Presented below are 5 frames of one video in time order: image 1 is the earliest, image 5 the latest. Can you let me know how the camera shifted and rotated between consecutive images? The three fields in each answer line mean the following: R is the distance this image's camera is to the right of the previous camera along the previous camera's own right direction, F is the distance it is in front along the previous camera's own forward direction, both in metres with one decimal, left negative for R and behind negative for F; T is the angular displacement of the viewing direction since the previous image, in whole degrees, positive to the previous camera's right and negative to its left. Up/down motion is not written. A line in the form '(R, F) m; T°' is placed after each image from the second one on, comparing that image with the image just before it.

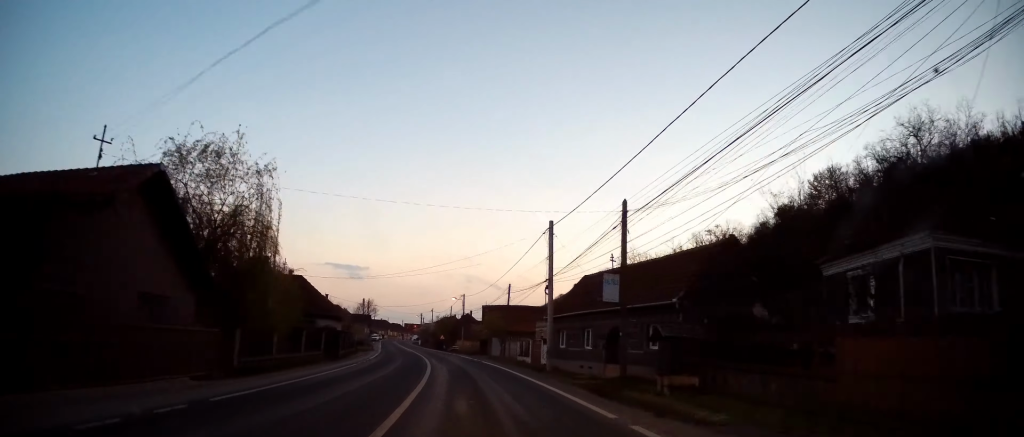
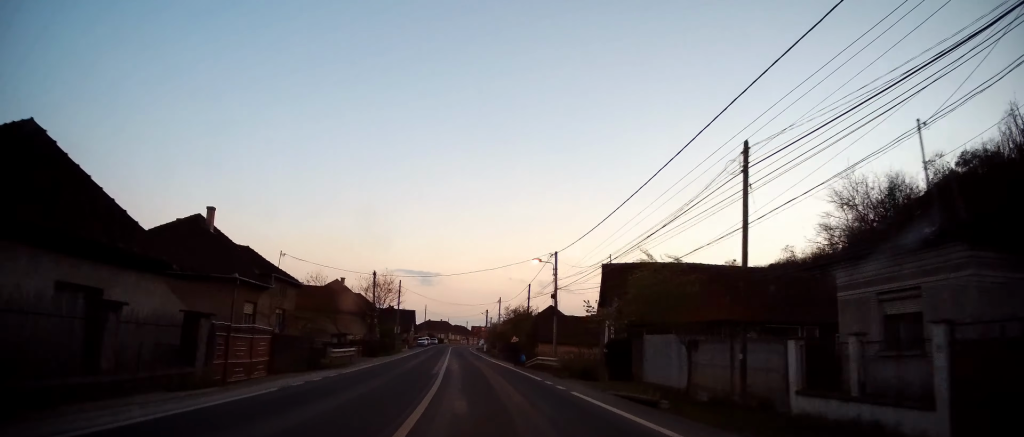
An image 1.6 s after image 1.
(-2.4, +33.6) m; -7°
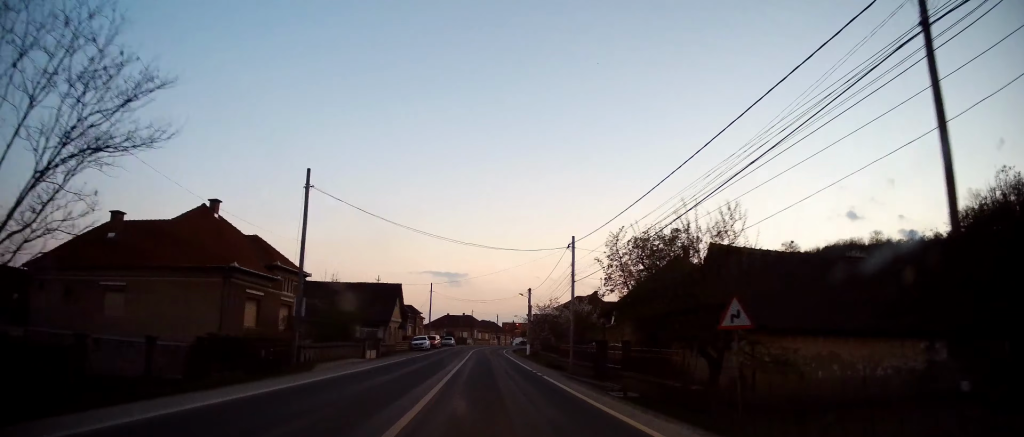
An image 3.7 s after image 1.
(-2.3, +40.8) m; -5°
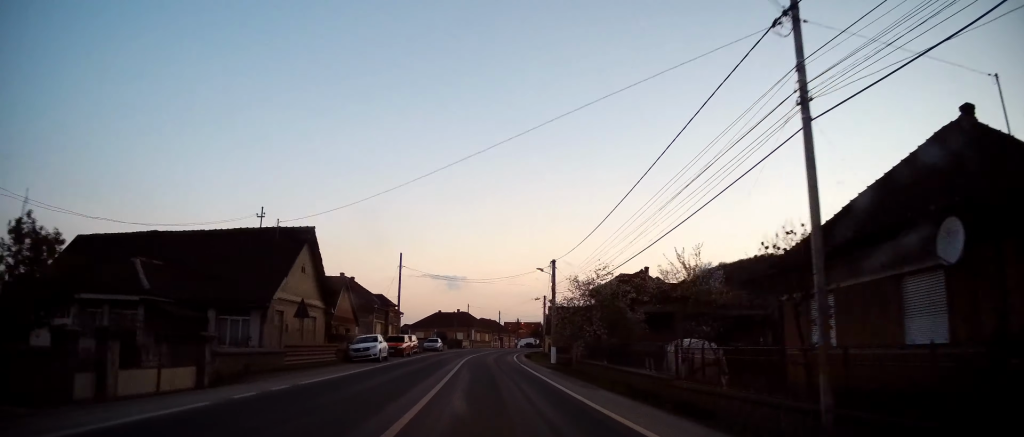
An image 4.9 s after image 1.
(-0.3, +24.7) m; 0°
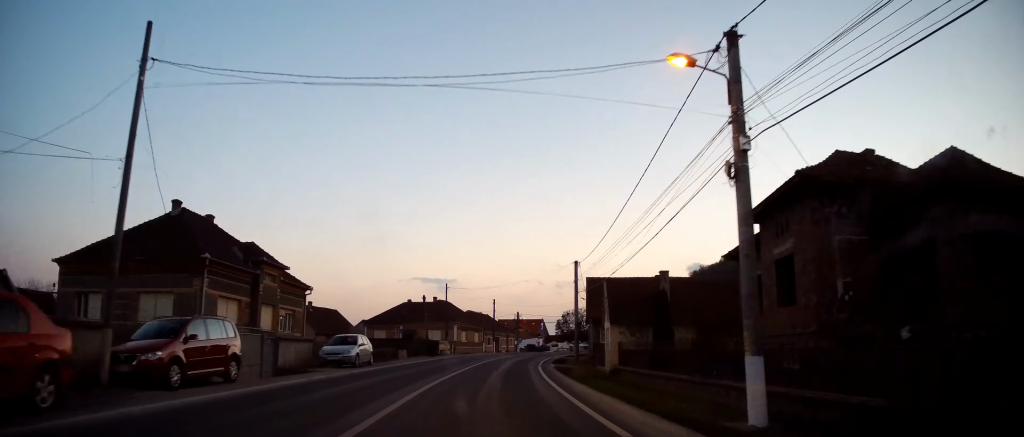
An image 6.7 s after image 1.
(+0.5, +33.9) m; +1°
